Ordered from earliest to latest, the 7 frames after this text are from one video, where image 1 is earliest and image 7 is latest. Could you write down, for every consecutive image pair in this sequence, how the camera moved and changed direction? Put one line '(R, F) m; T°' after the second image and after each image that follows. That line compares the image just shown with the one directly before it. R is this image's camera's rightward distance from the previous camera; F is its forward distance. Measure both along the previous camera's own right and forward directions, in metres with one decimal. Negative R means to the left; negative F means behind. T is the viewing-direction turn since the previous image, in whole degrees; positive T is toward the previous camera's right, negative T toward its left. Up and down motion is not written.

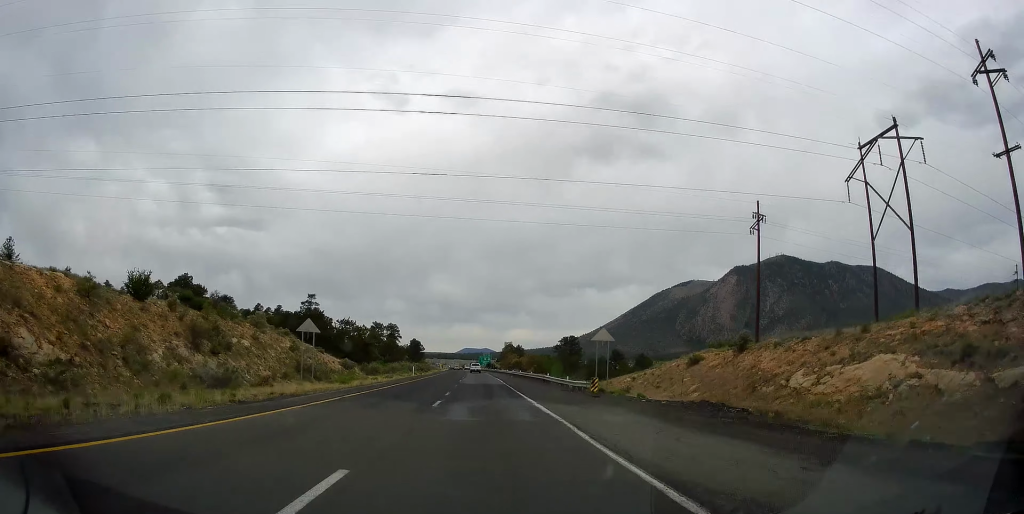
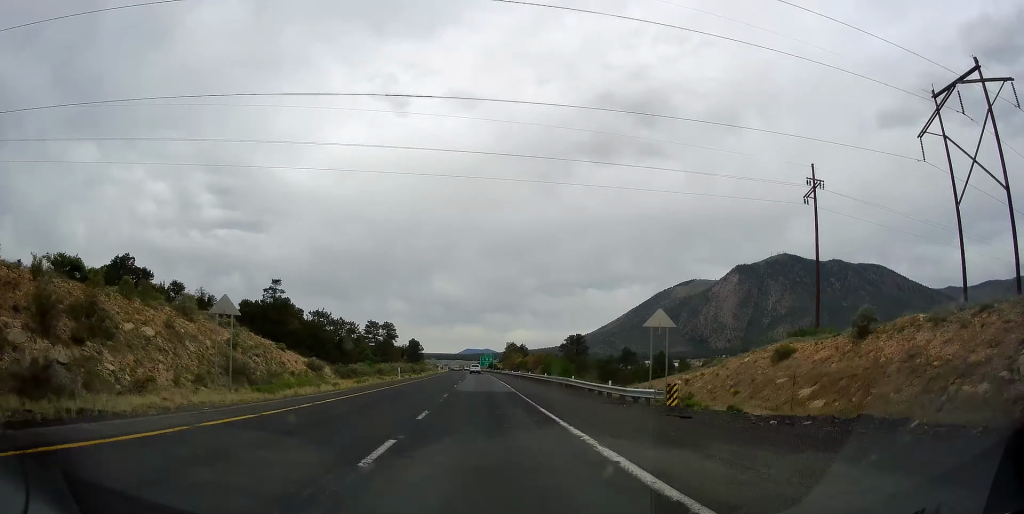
(+0.2, +12.6) m; 0°
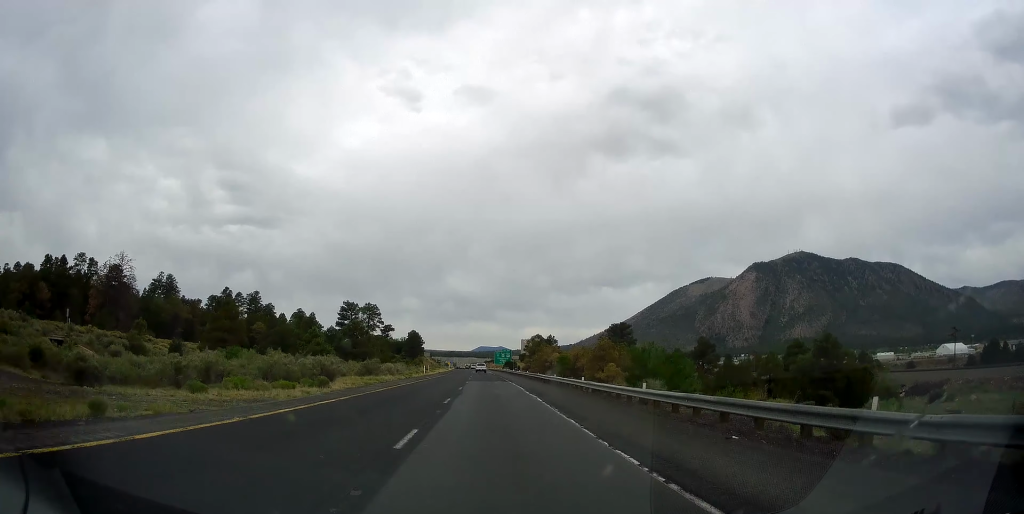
(-0.3, +54.3) m; -1°
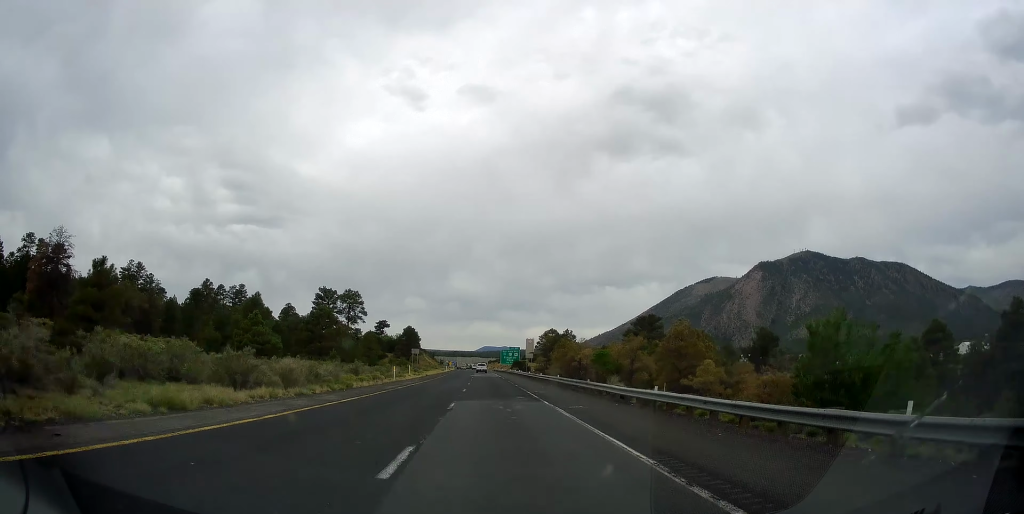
(-0.2, +27.1) m; 0°
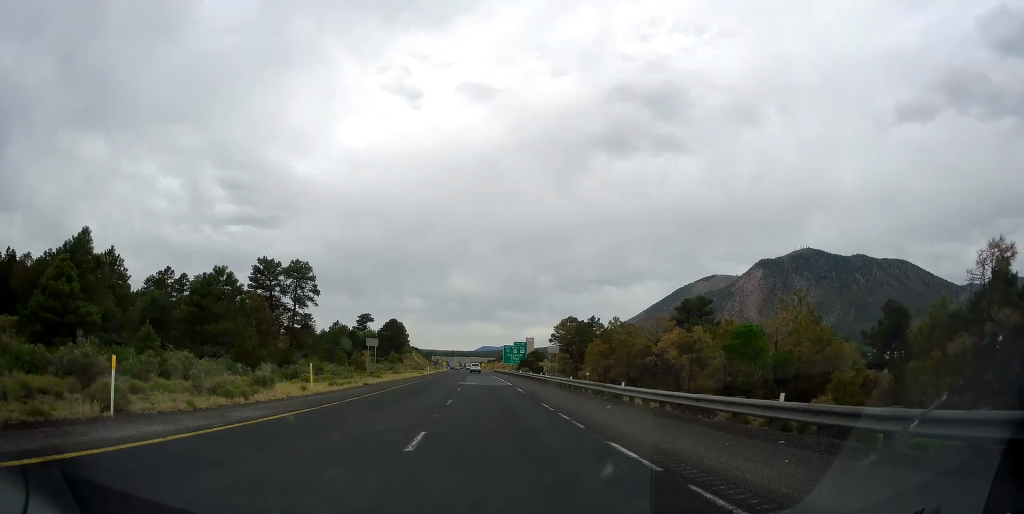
(0.0, +35.8) m; -1°
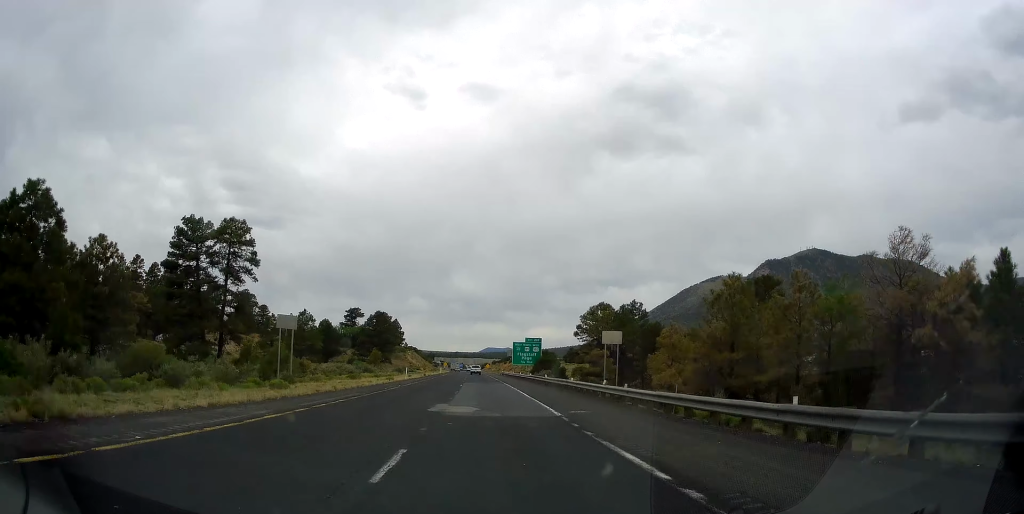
(-0.4, +27.3) m; 0°
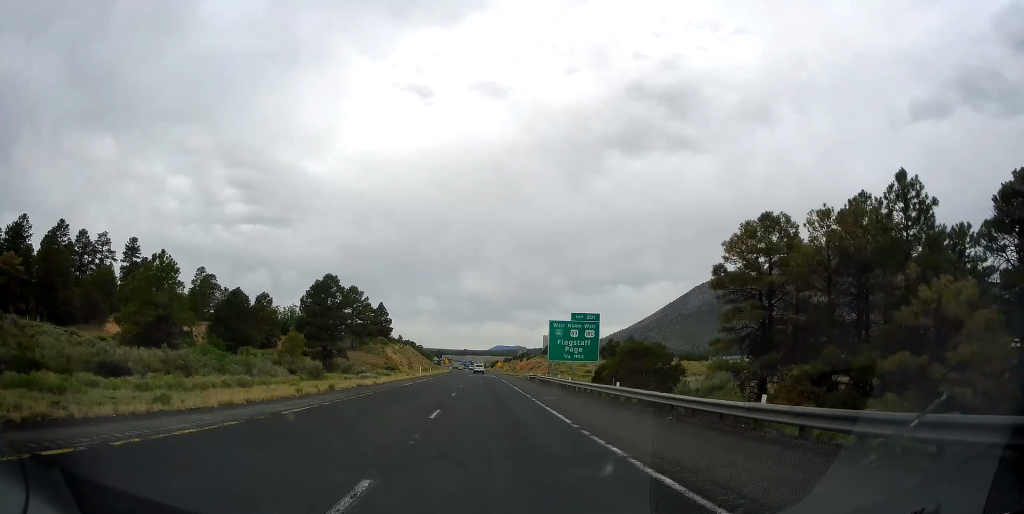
(+0.1, +51.1) m; 0°
